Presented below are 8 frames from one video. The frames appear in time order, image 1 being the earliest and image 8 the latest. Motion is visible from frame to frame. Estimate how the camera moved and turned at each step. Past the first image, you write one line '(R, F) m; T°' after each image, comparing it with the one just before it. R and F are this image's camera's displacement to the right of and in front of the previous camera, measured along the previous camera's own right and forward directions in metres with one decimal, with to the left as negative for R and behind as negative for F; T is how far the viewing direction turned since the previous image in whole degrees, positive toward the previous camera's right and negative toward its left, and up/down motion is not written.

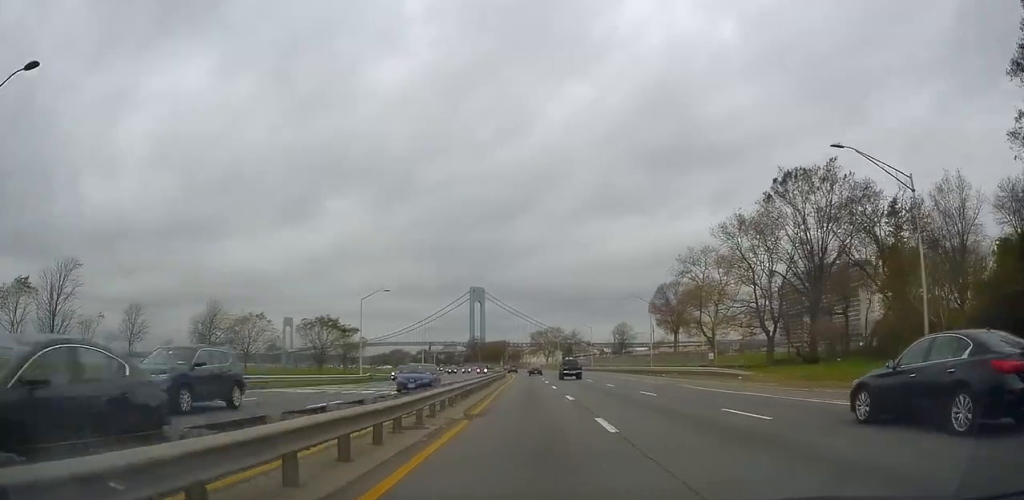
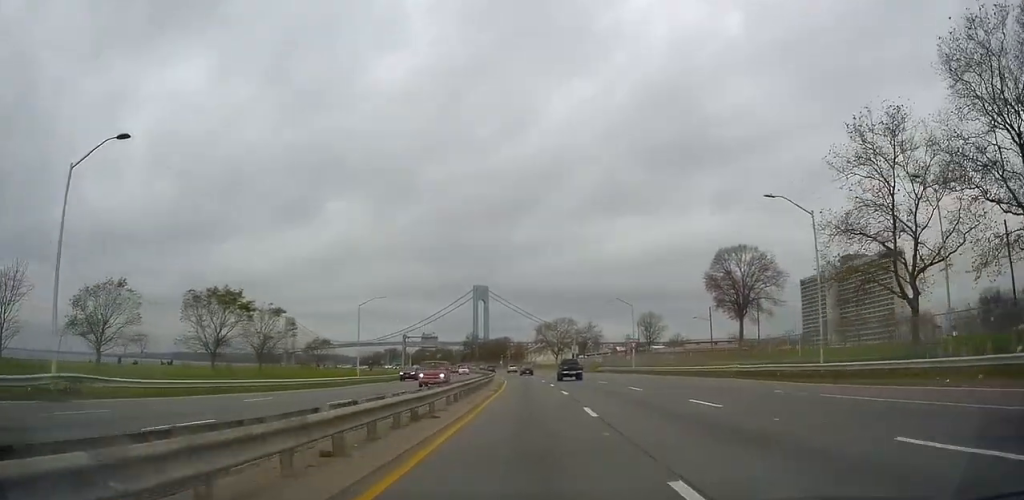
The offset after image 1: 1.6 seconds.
(+0.7, +40.8) m; +1°
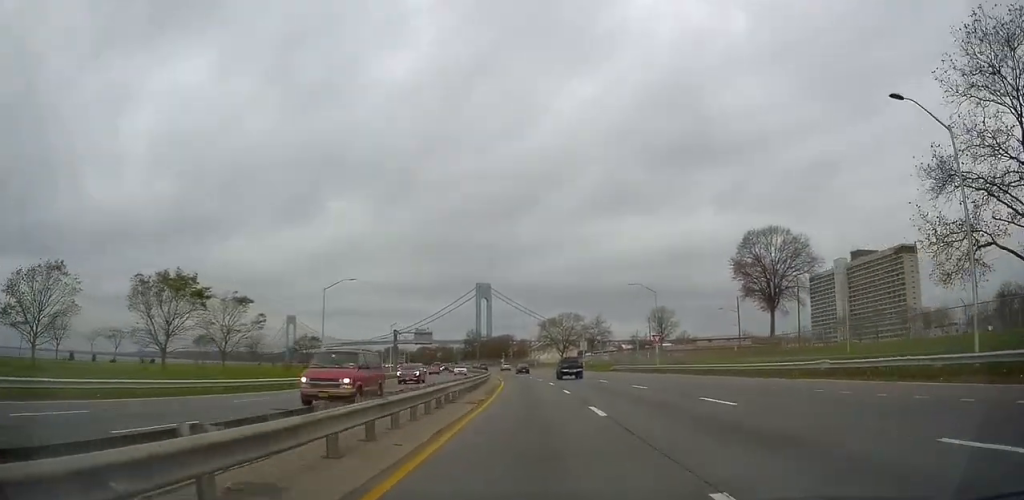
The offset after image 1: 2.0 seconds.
(-0.1, +11.8) m; 0°
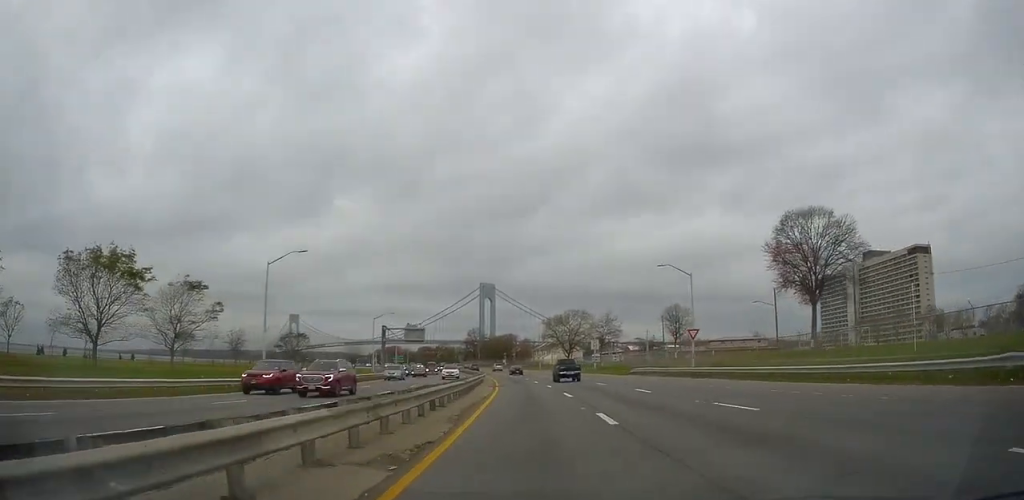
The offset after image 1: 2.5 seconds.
(0.0, +12.3) m; 0°
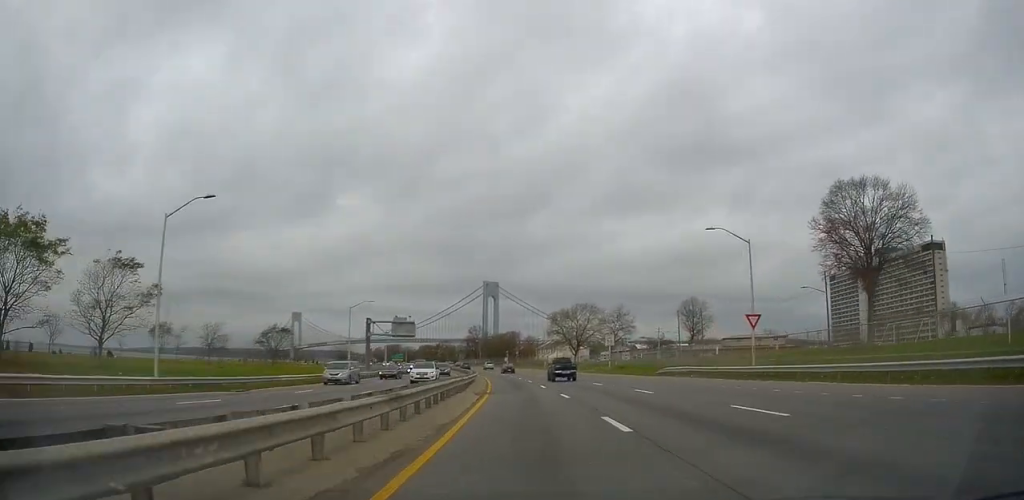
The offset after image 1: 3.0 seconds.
(0.0, +12.8) m; 0°
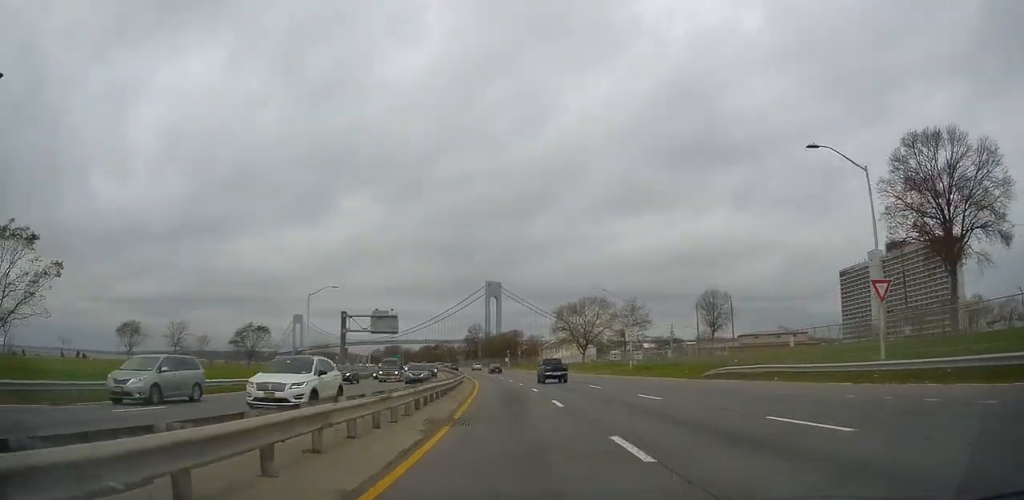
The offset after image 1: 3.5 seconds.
(0.0, +14.2) m; 0°
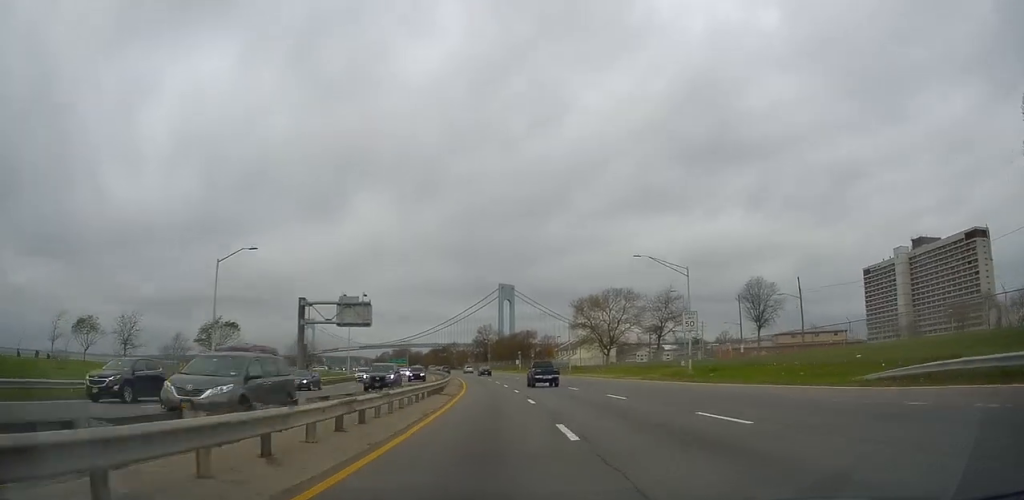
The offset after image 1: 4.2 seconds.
(0.0, +19.6) m; 0°
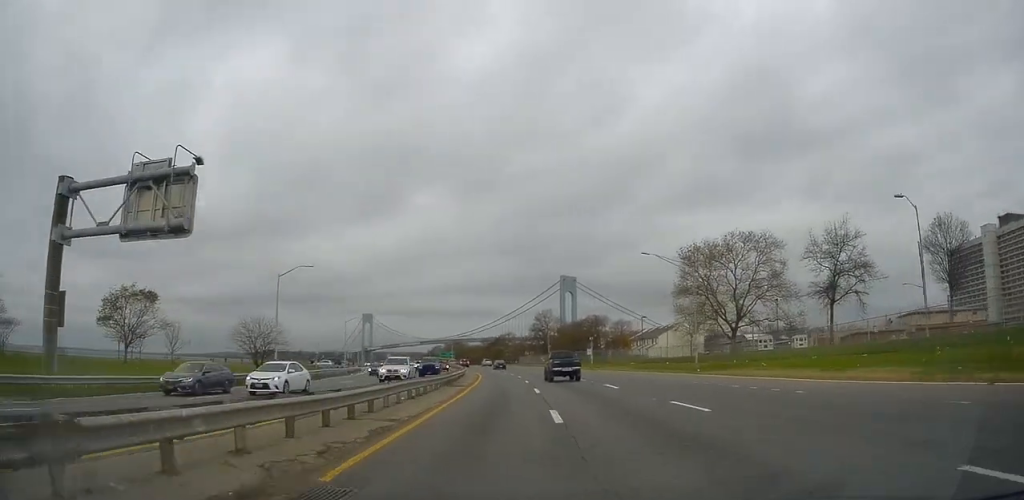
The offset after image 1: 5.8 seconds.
(-0.8, +41.9) m; -2°
